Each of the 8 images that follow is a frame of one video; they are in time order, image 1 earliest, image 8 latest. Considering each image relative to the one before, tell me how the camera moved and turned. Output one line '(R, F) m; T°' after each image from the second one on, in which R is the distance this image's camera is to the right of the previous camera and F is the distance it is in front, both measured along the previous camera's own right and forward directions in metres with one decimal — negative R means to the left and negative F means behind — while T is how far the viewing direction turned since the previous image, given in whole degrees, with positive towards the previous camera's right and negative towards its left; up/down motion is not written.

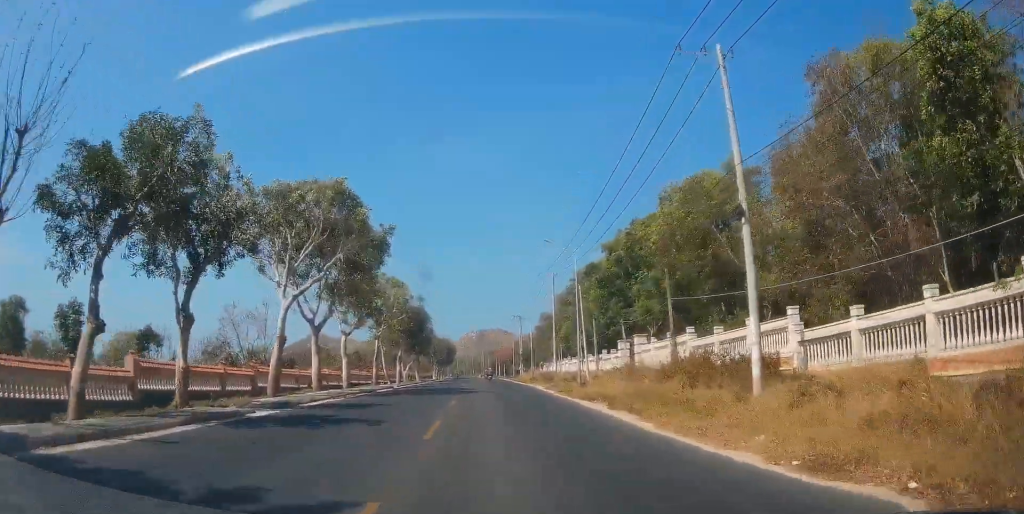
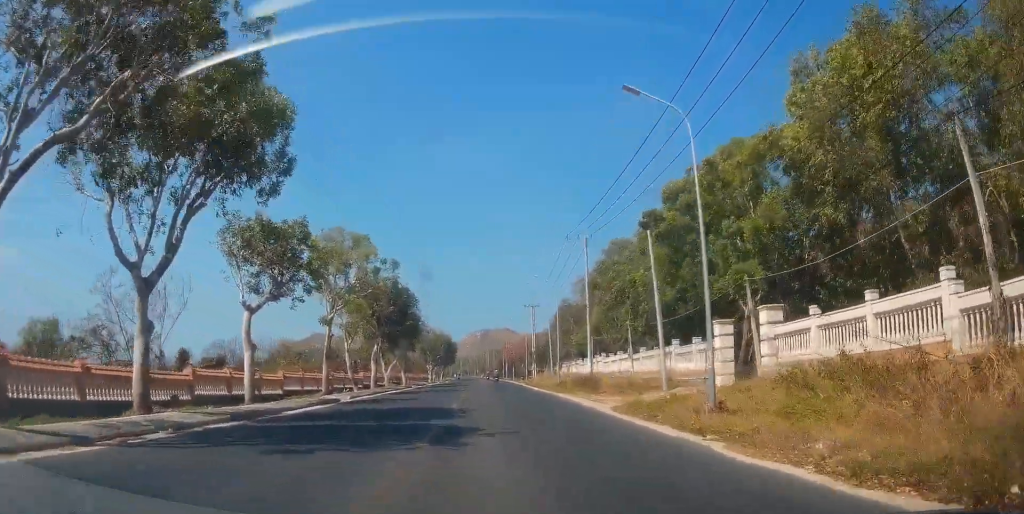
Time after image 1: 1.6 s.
(+0.4, +20.1) m; +1°
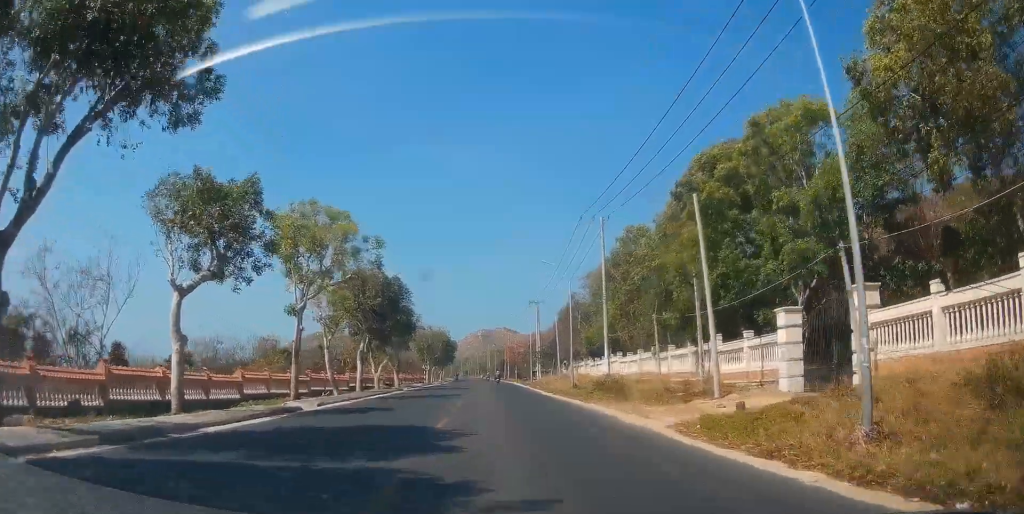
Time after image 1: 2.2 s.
(-0.3, +6.8) m; 0°
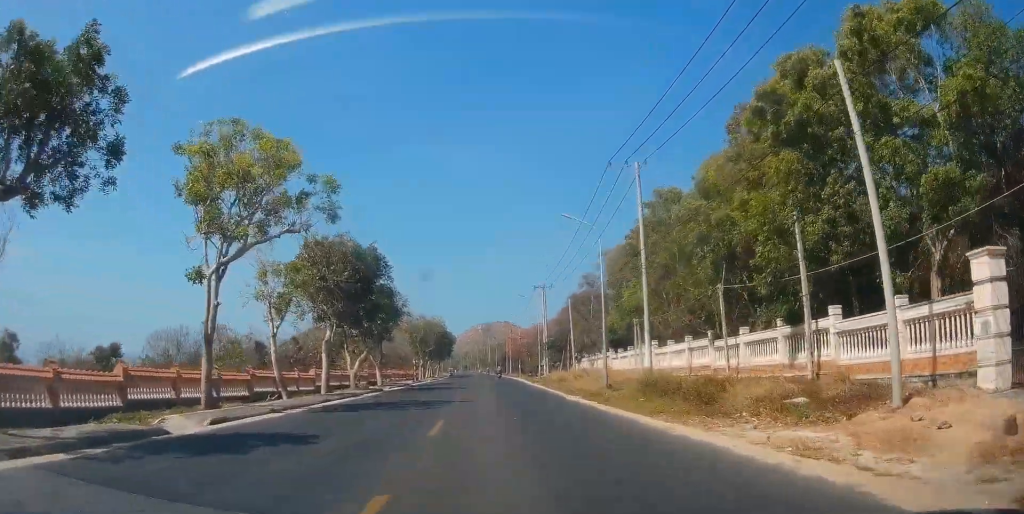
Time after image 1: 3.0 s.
(+0.1, +11.1) m; +1°
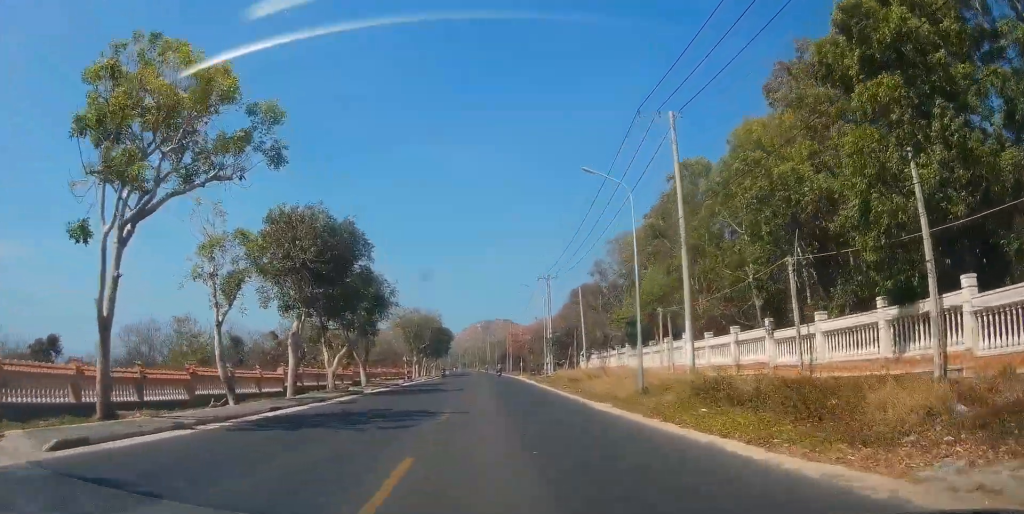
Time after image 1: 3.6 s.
(+0.2, +6.9) m; +1°
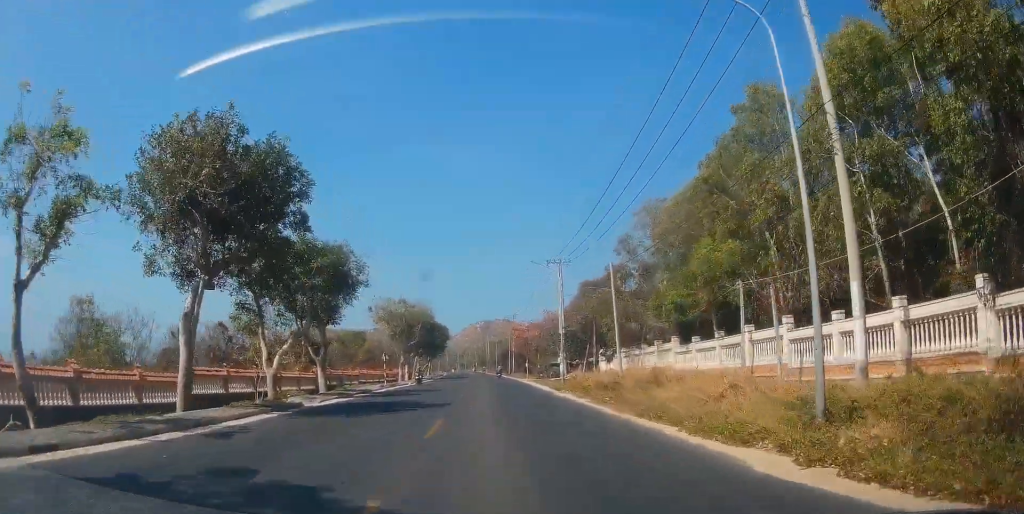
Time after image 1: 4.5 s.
(-0.3, +12.5) m; 0°
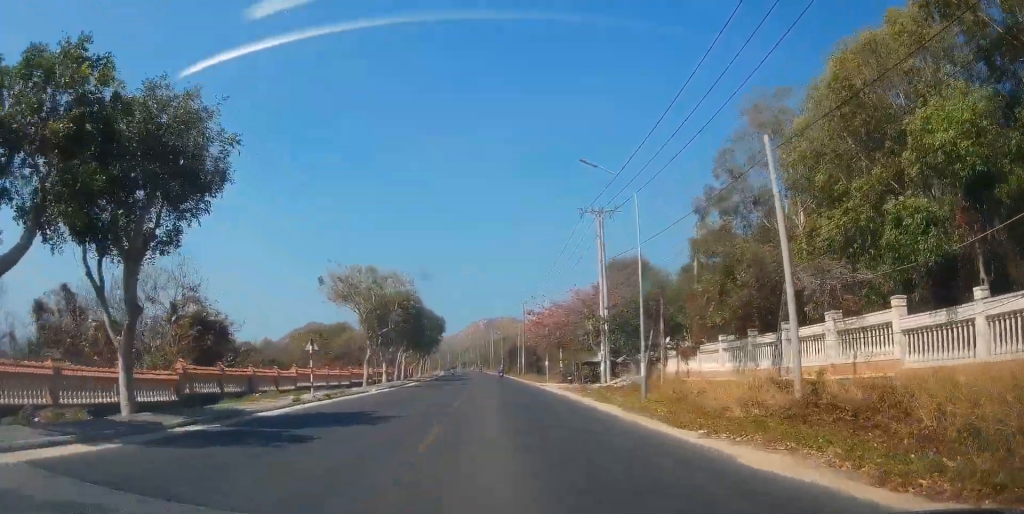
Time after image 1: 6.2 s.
(+0.5, +21.7) m; 0°
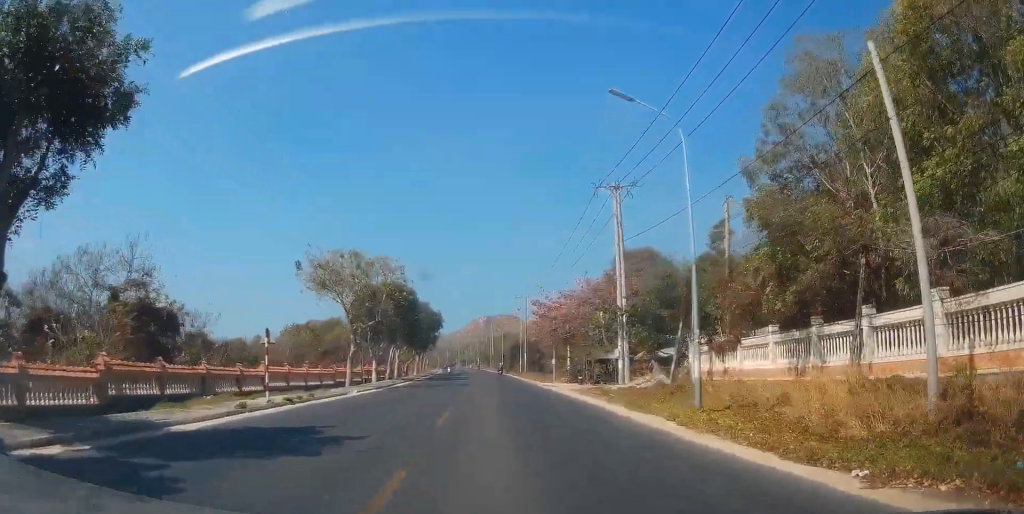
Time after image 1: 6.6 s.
(+0.1, +5.8) m; -1°
